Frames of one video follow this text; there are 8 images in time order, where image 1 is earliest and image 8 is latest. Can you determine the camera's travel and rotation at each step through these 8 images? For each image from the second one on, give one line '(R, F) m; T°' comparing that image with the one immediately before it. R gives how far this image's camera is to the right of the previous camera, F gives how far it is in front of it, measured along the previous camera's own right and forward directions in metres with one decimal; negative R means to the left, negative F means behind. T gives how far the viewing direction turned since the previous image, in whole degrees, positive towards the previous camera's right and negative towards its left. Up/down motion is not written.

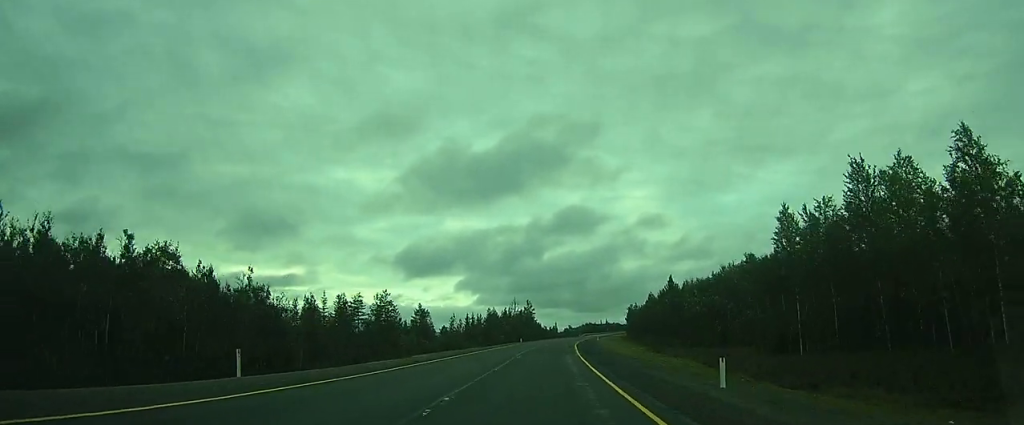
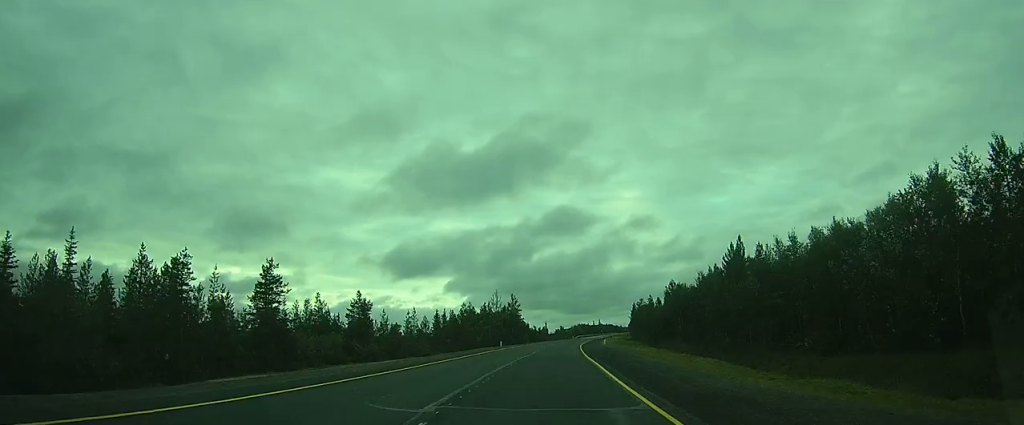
(+0.1, +26.8) m; +1°
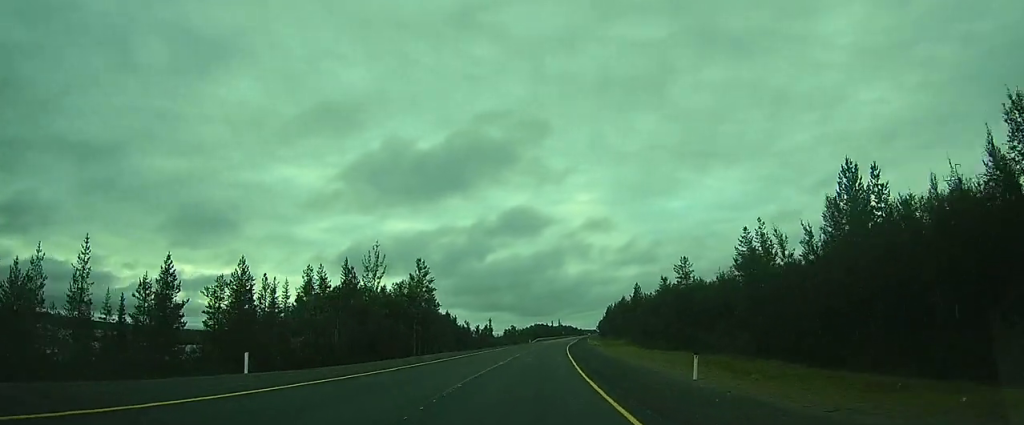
(+1.8, +57.4) m; +3°
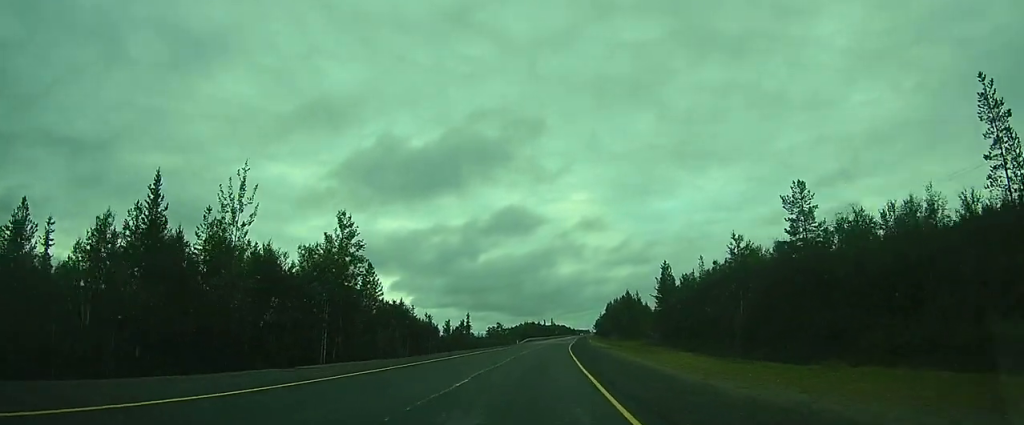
(+0.1, +23.2) m; +1°
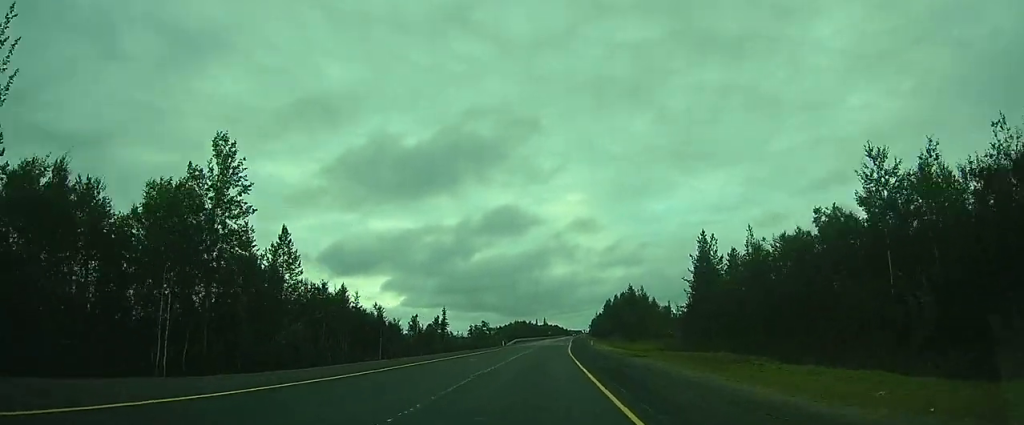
(+0.1, +16.3) m; +1°
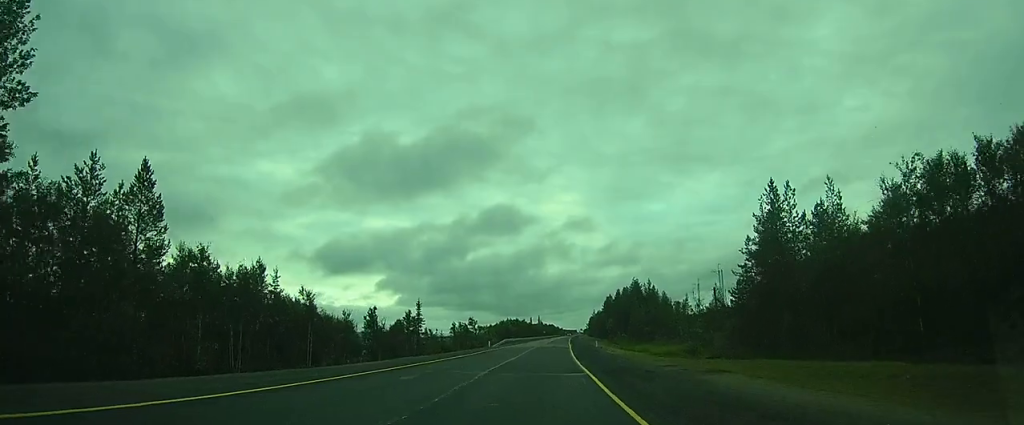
(+0.1, +13.5) m; +1°
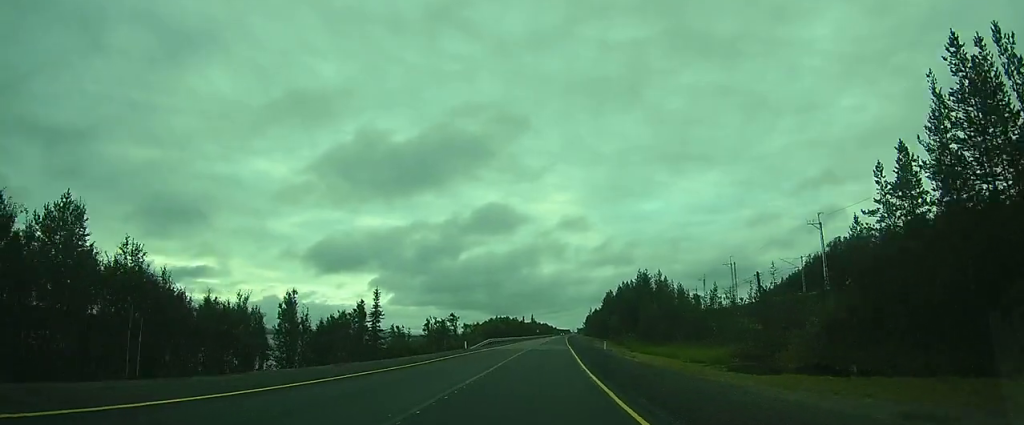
(+0.1, +15.0) m; +1°
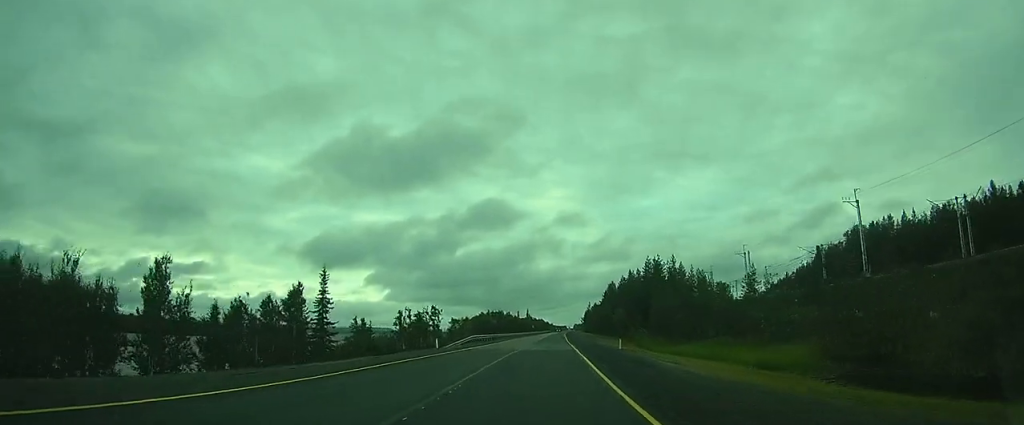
(+0.1, +12.2) m; +1°
